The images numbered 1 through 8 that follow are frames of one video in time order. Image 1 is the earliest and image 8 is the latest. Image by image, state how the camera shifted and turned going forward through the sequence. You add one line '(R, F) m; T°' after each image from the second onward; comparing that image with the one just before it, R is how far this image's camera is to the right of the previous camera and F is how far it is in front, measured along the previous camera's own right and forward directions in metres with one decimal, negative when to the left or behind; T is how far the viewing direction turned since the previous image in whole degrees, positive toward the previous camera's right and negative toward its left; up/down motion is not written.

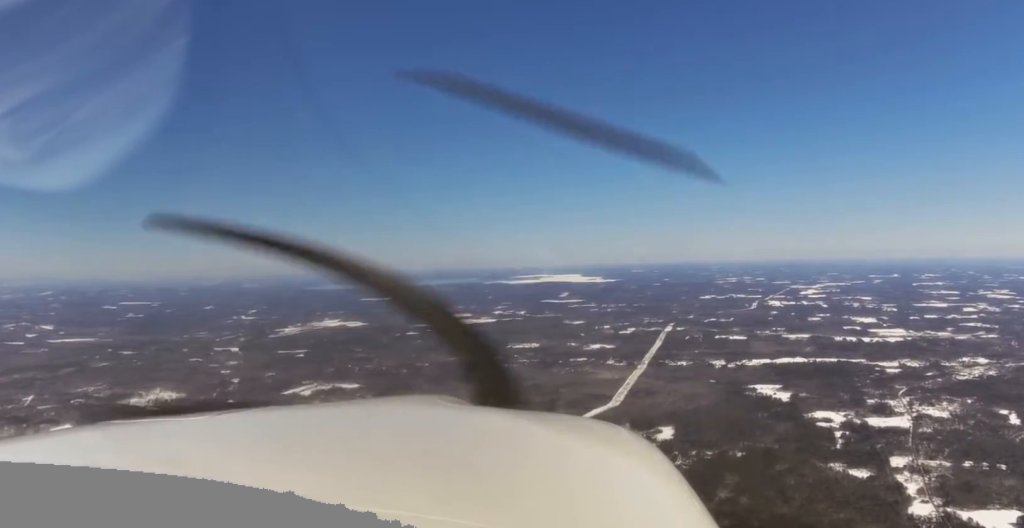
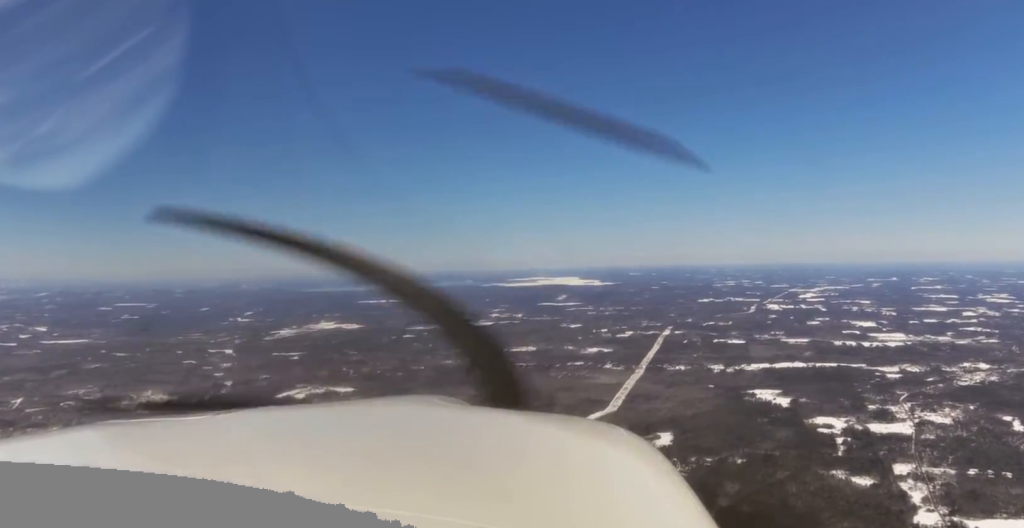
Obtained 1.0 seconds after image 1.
(+1.0, +65.6) m; 0°
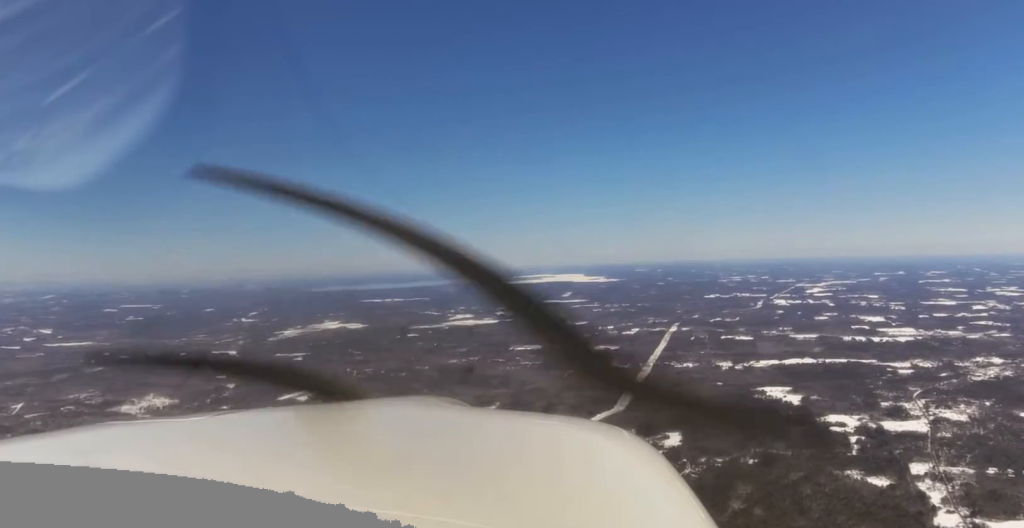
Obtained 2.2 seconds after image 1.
(-0.5, +85.7) m; -1°
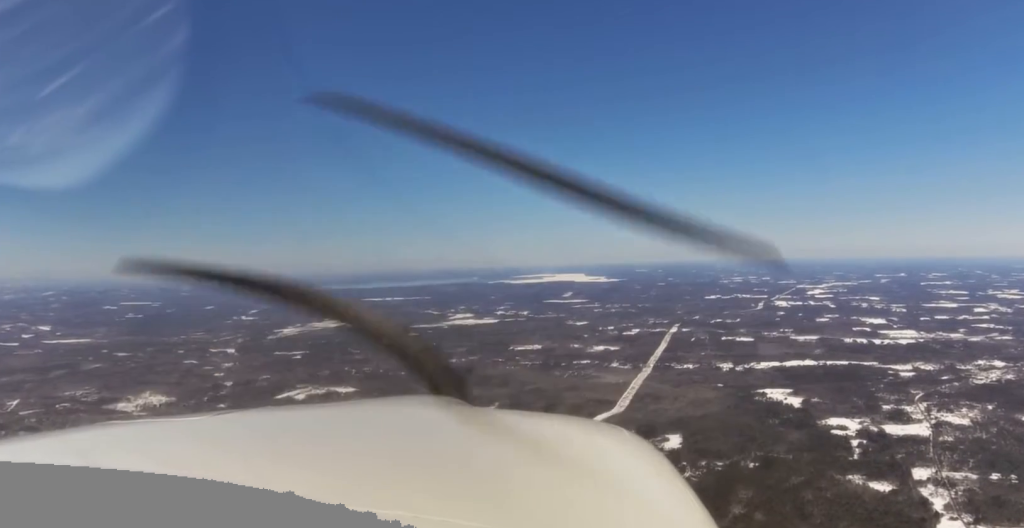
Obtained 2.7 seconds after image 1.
(0.0, +31.6) m; 0°
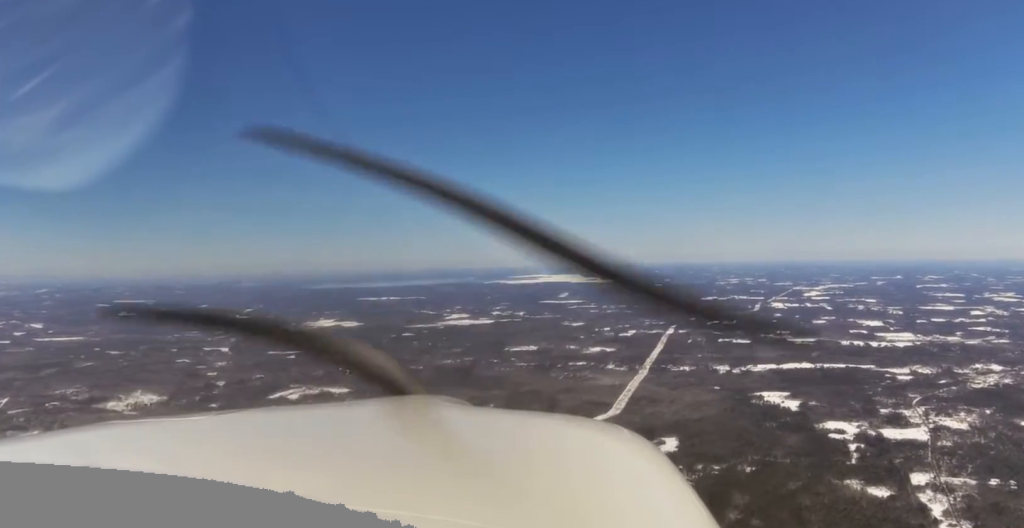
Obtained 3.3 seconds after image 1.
(0.0, +38.4) m; 0°
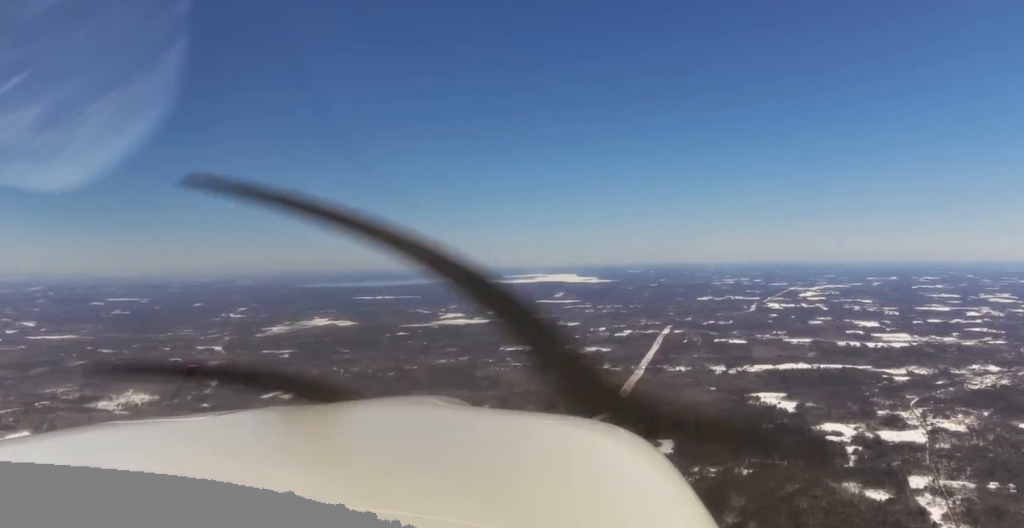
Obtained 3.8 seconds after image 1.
(+0.1, +36.3) m; 0°
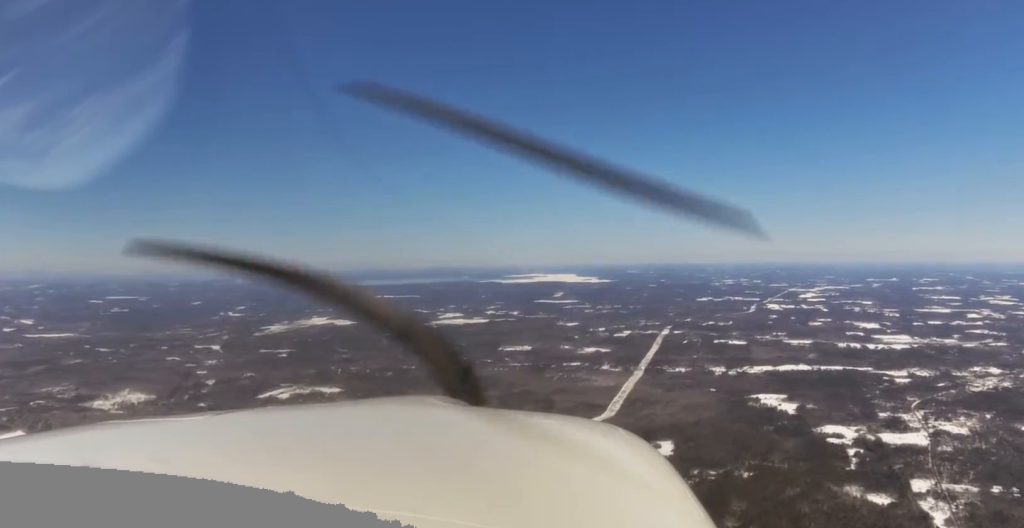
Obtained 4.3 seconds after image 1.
(+0.1, +34.0) m; 0°
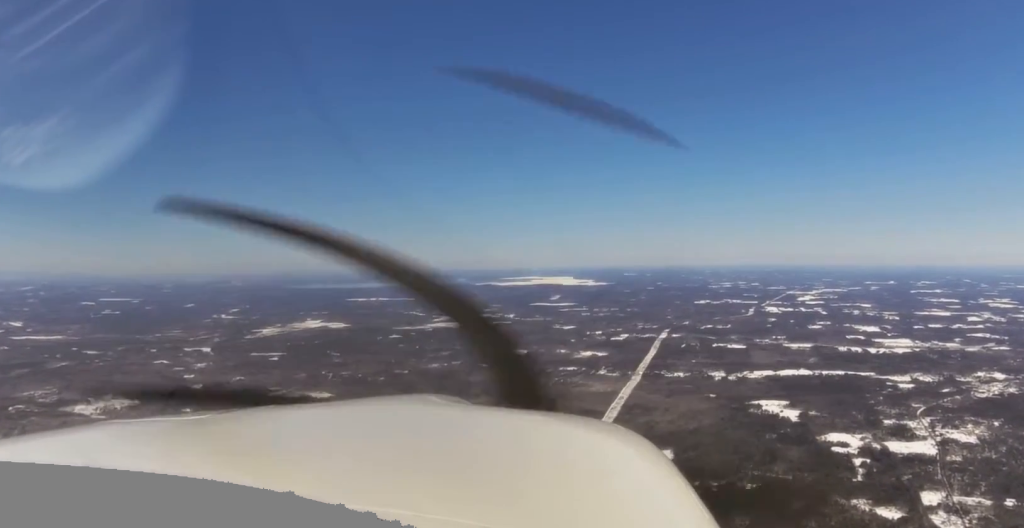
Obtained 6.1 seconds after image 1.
(-3.3, +124.1) m; -1°
